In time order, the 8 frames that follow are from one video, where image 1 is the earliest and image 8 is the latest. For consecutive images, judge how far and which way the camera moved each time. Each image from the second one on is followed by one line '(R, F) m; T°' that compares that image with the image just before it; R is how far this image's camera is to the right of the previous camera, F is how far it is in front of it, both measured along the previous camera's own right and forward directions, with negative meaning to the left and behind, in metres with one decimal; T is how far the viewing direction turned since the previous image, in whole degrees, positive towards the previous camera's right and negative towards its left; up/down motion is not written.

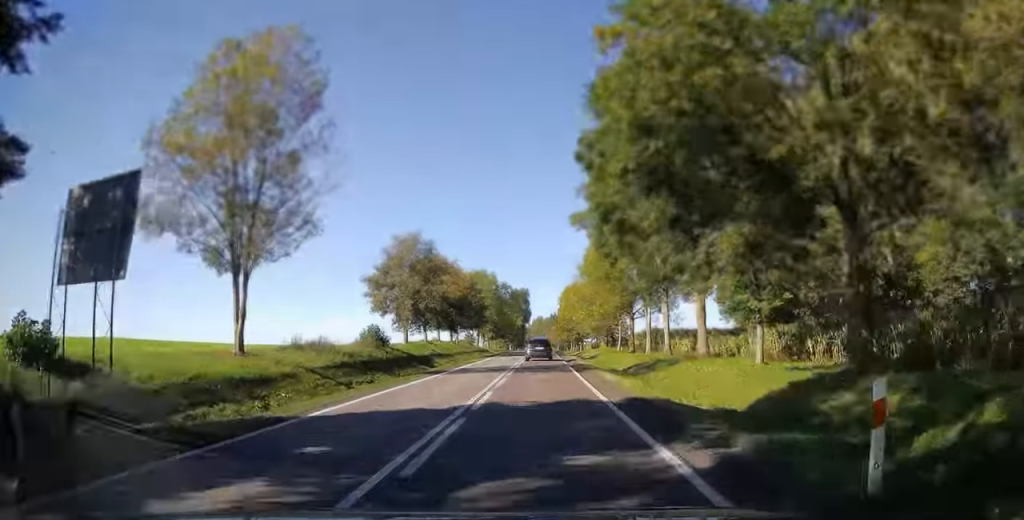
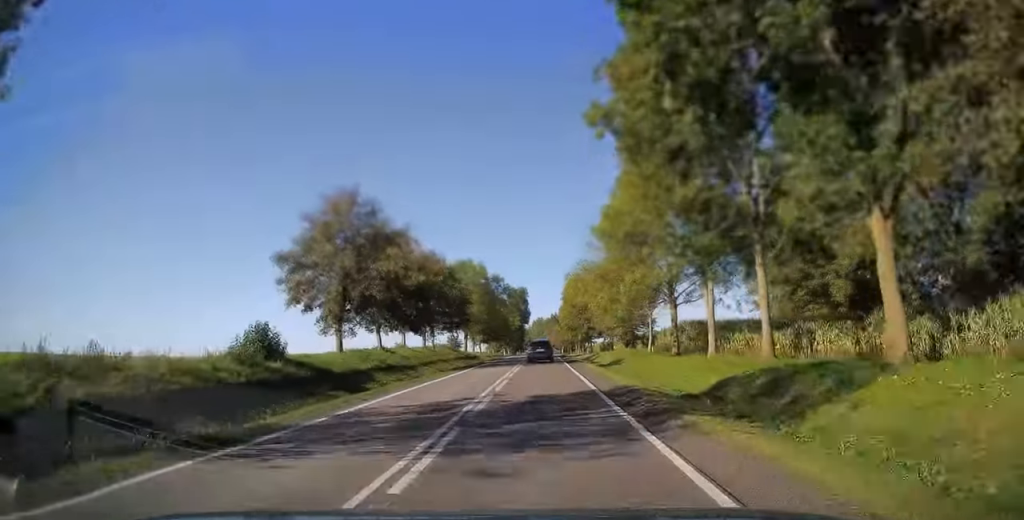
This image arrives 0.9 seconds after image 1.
(-0.3, +18.3) m; -1°
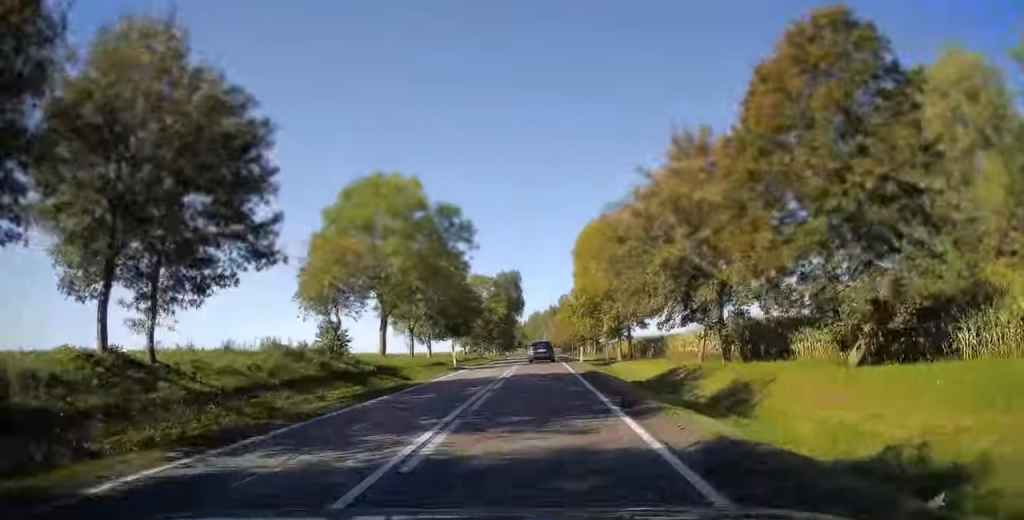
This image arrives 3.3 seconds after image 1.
(-0.7, +46.2) m; -1°
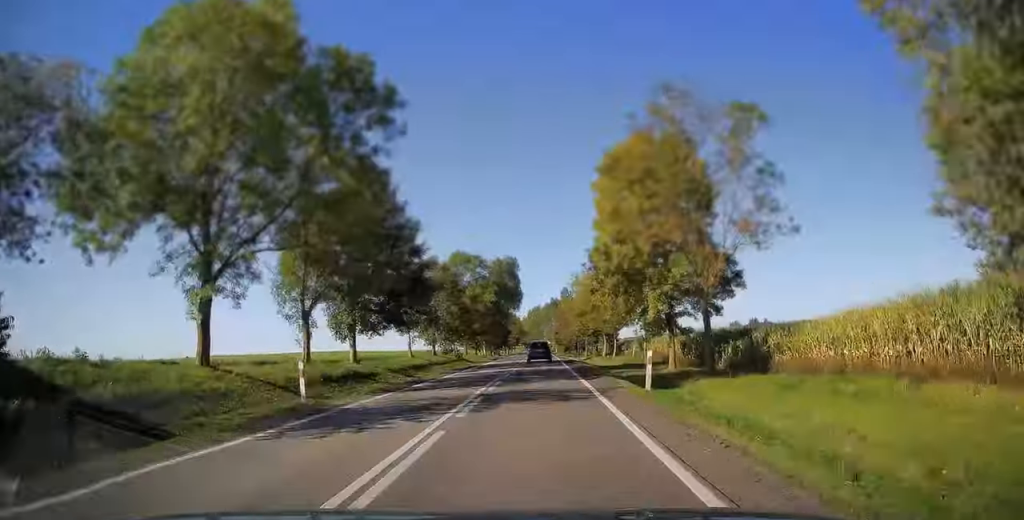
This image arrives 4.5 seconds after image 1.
(-0.1, +25.4) m; 0°
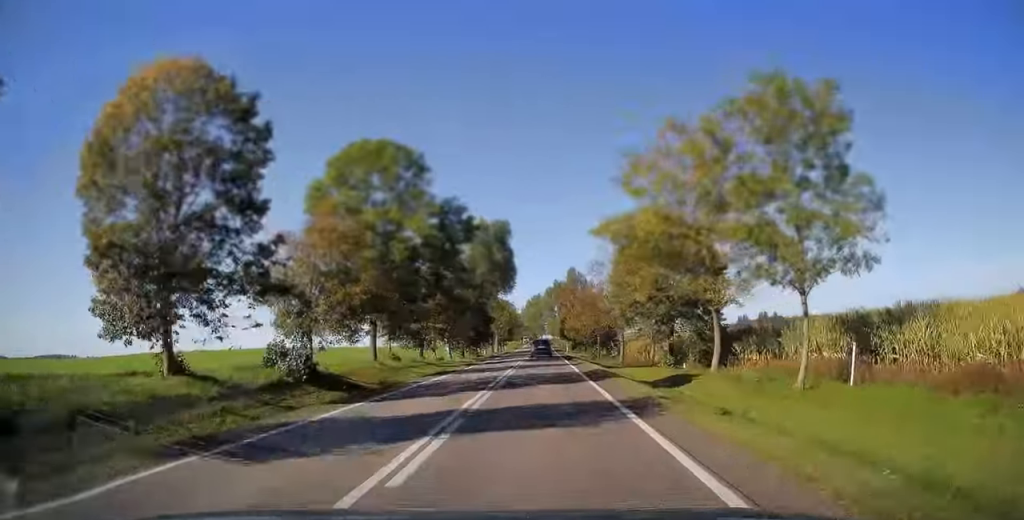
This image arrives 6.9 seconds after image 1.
(+0.2, +47.6) m; 0°
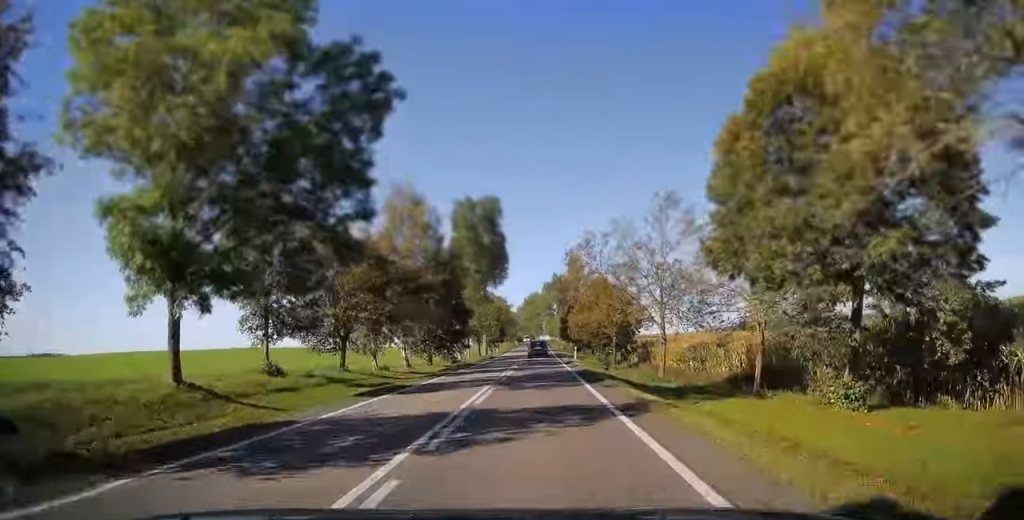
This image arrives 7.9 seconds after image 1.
(0.0, +22.2) m; 0°
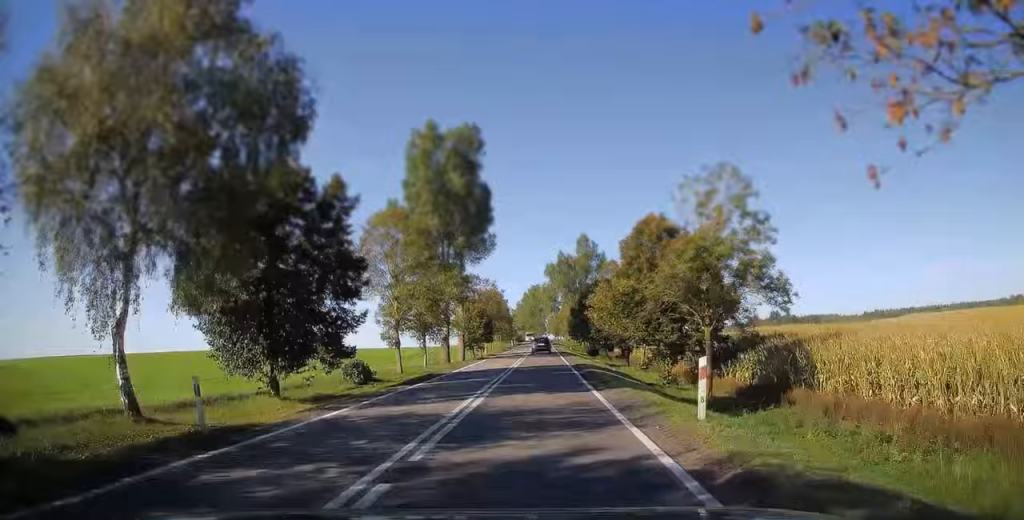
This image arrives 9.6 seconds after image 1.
(-0.1, +36.2) m; 0°
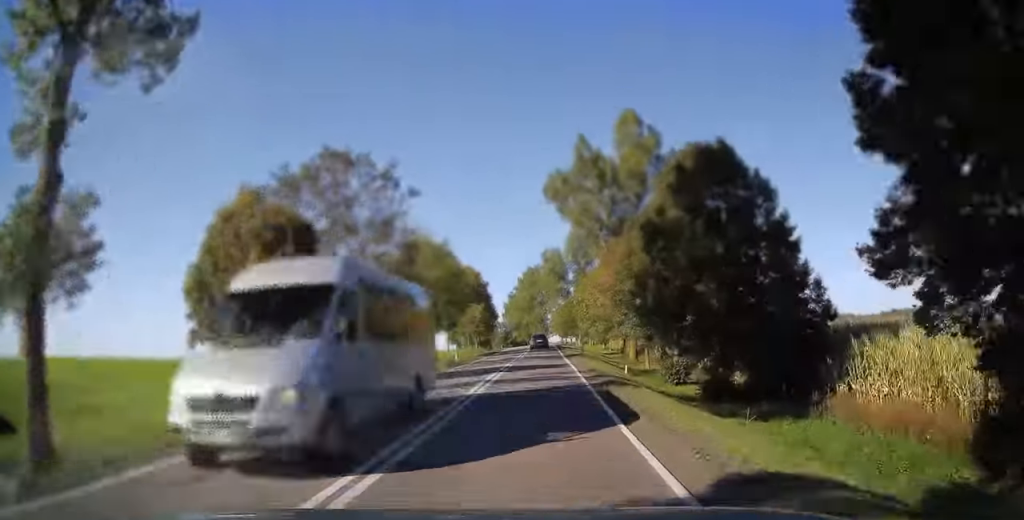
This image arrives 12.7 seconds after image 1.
(+0.2, +67.8) m; 0°
